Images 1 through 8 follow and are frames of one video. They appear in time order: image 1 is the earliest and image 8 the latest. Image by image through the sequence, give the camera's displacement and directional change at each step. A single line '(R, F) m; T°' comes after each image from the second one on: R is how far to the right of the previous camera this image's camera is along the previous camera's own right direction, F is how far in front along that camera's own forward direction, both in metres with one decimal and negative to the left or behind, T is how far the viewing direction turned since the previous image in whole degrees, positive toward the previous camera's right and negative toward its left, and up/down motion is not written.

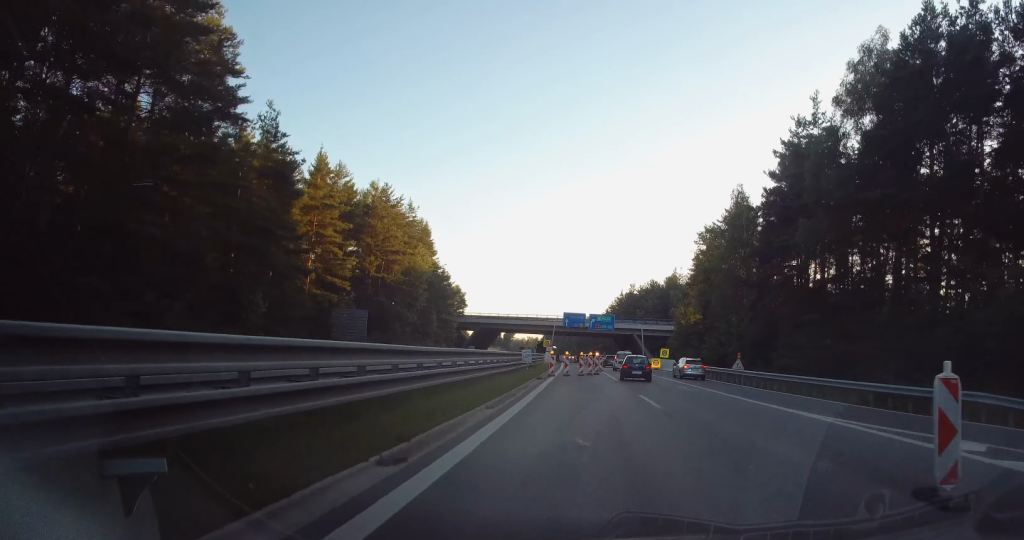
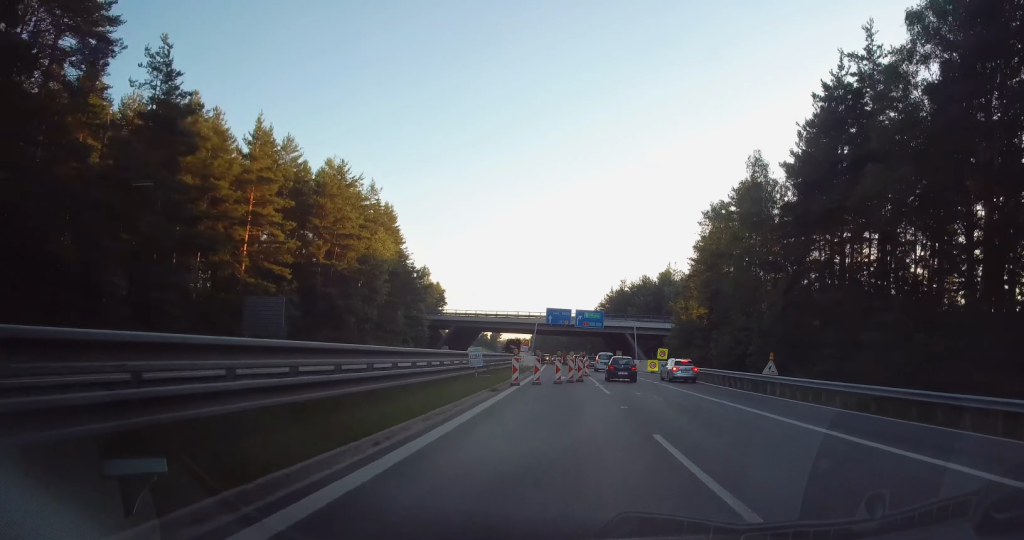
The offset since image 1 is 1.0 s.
(0.0, +11.0) m; 0°
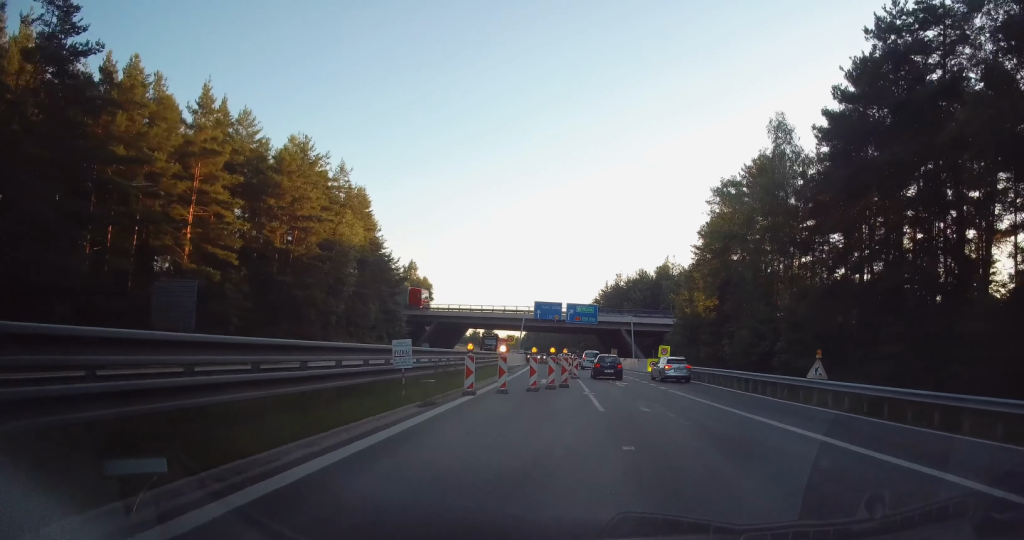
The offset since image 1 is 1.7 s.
(0.0, +8.2) m; 0°
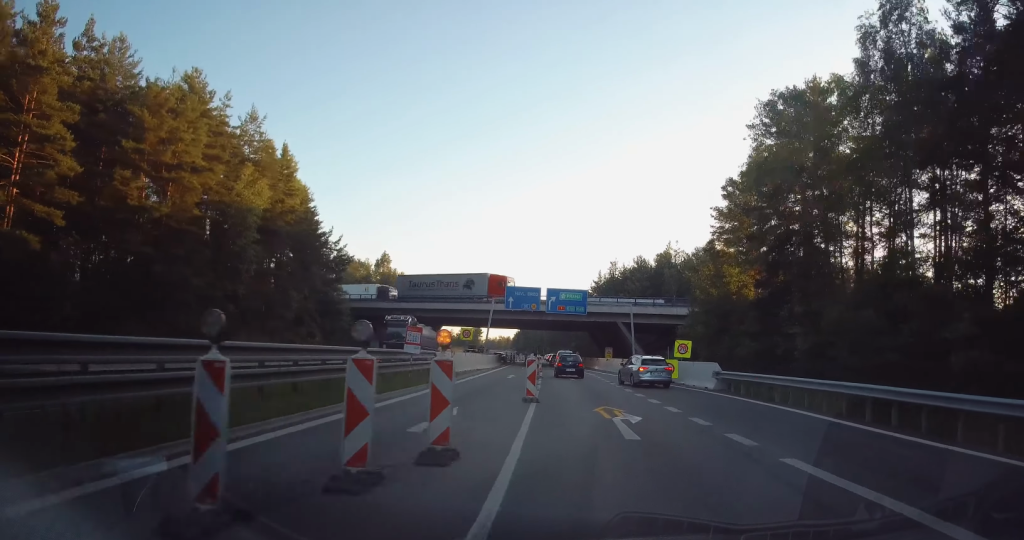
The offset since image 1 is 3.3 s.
(0.0, +18.2) m; 0°
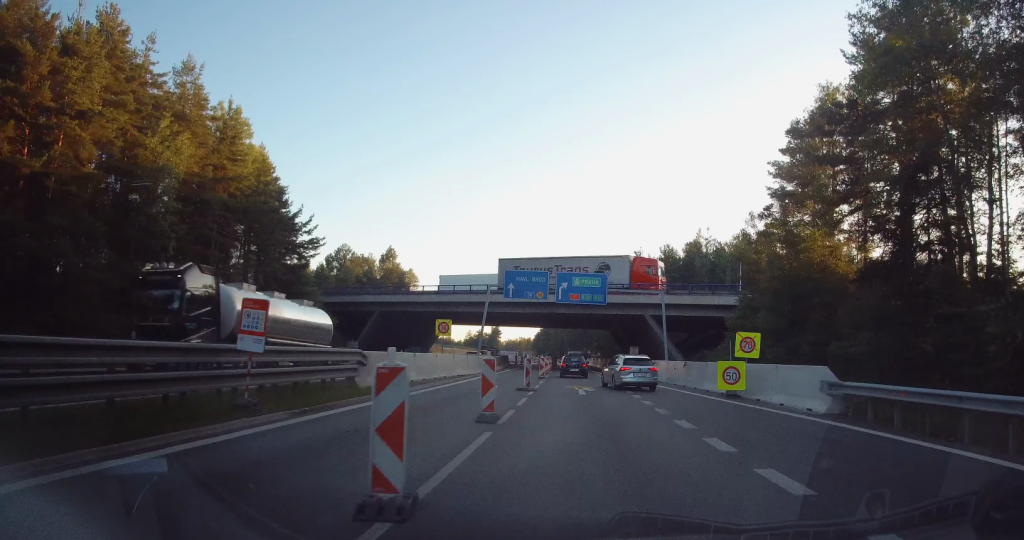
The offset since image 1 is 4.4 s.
(0.0, +12.7) m; -2°
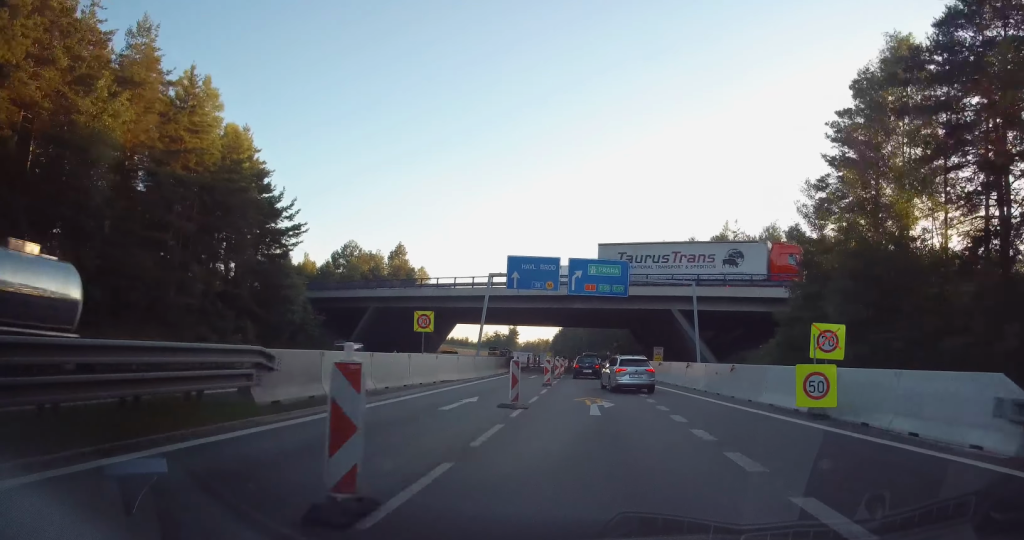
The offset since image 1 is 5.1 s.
(-0.2, +7.9) m; -1°
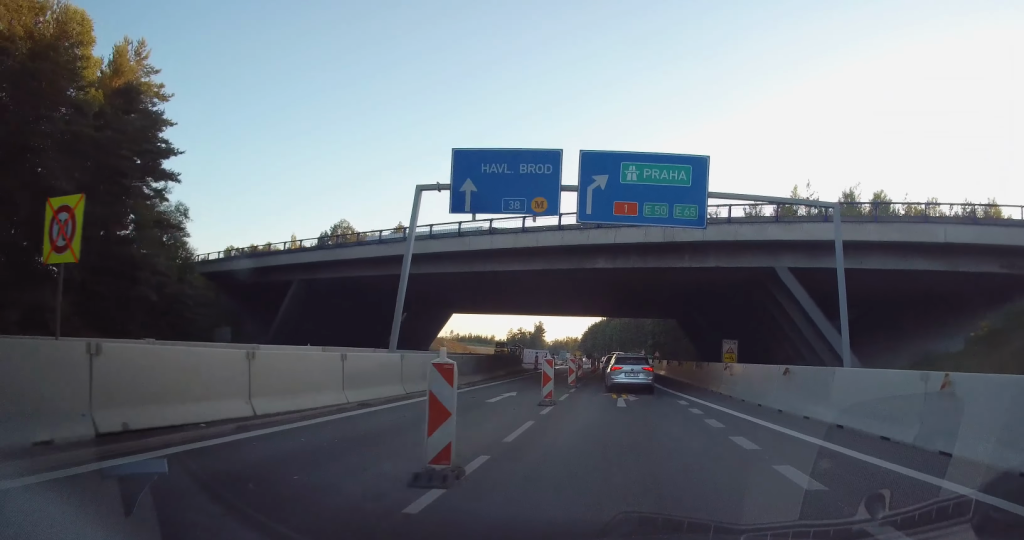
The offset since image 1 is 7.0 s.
(-0.7, +21.8) m; -2°
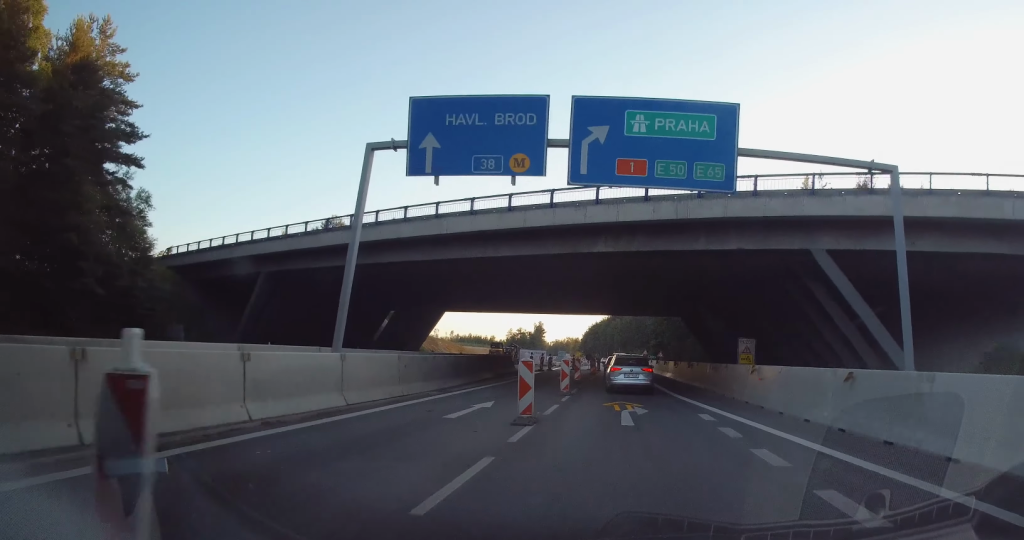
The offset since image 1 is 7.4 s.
(-0.1, +4.5) m; 0°
